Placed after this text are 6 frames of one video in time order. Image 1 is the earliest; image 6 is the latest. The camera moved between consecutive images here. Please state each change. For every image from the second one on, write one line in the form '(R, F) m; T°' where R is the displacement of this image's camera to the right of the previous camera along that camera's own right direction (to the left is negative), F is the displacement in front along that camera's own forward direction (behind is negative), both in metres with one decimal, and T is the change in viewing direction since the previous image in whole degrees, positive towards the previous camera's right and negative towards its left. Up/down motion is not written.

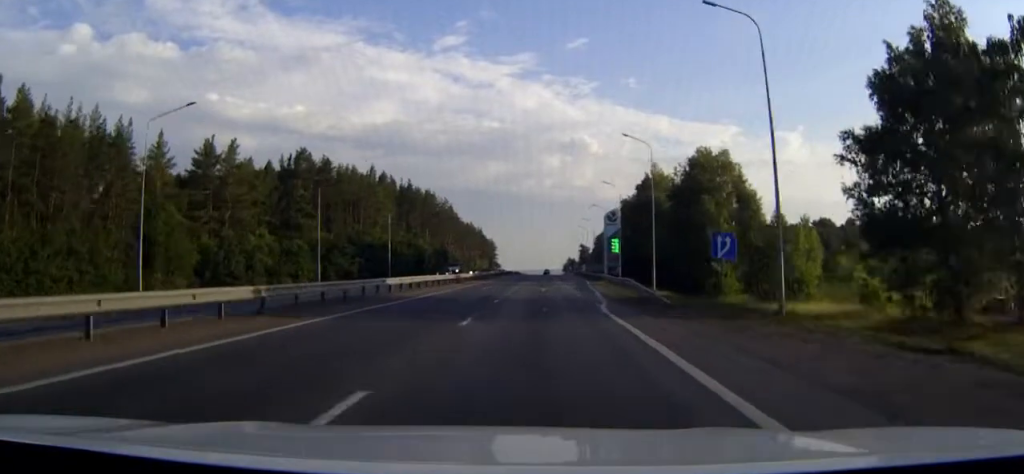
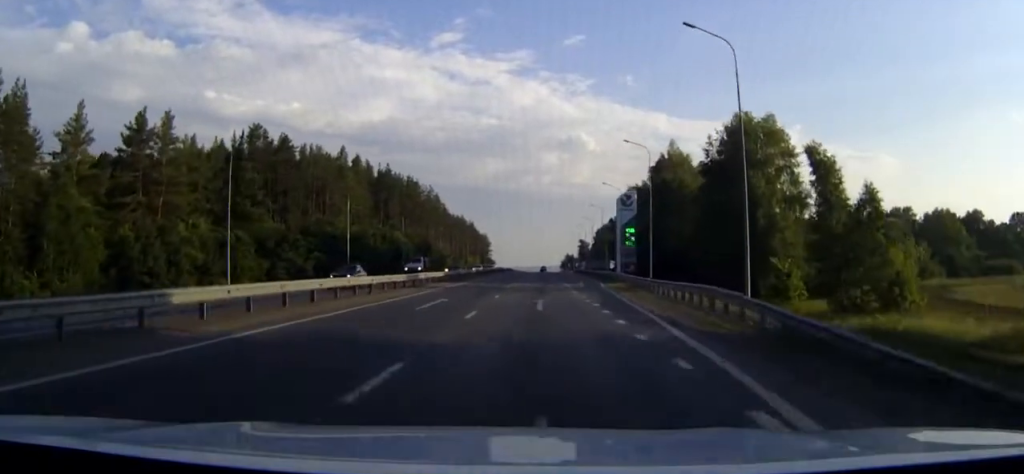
(+0.1, +21.8) m; 0°
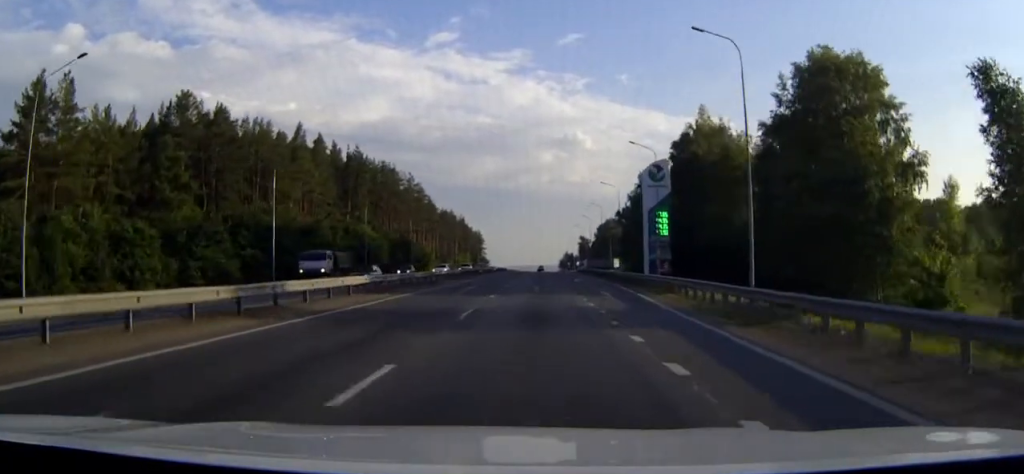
(0.0, +24.3) m; 0°
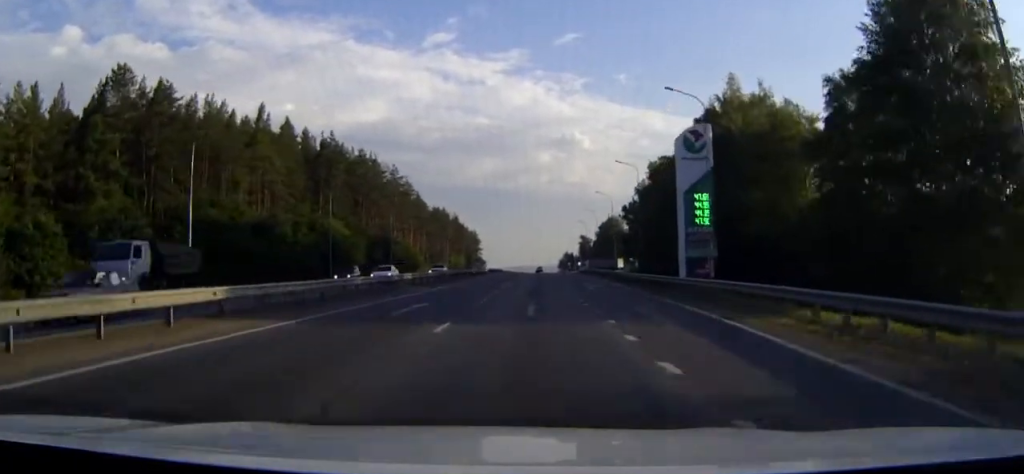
(0.0, +16.0) m; 0°
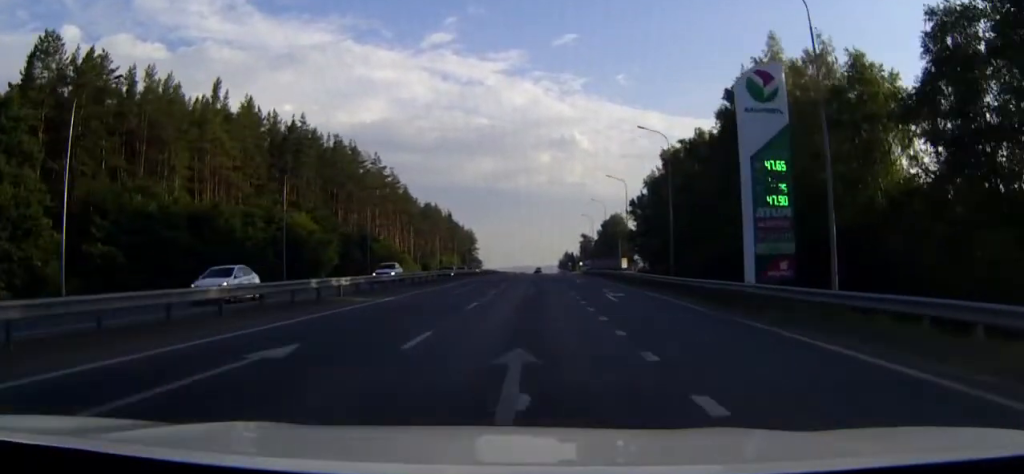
(0.0, +15.0) m; 0°
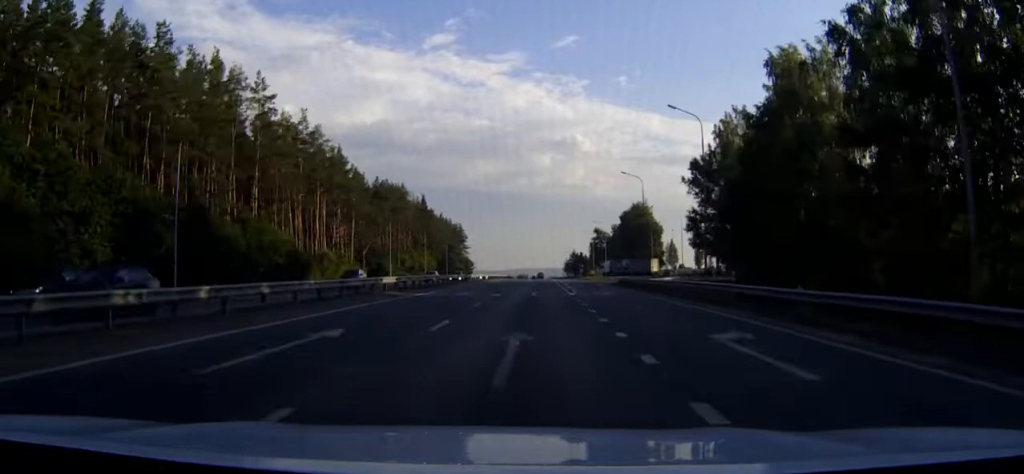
(-0.2, +56.4) m; 0°
